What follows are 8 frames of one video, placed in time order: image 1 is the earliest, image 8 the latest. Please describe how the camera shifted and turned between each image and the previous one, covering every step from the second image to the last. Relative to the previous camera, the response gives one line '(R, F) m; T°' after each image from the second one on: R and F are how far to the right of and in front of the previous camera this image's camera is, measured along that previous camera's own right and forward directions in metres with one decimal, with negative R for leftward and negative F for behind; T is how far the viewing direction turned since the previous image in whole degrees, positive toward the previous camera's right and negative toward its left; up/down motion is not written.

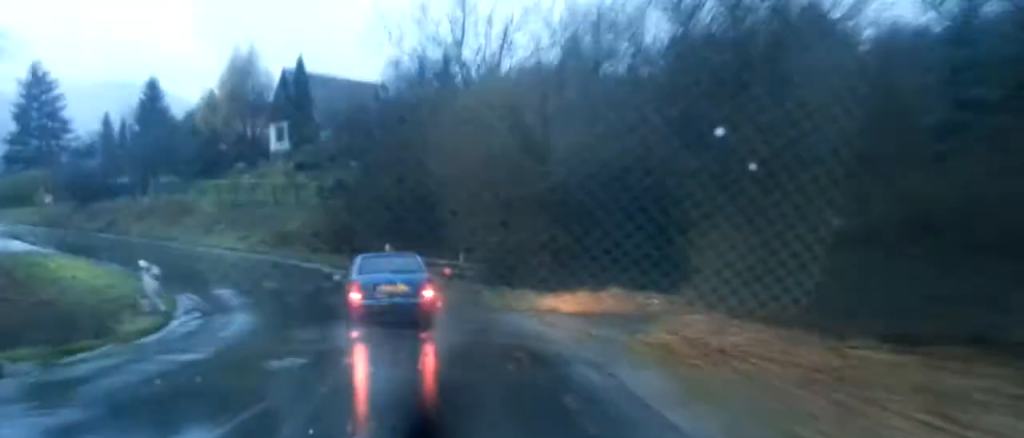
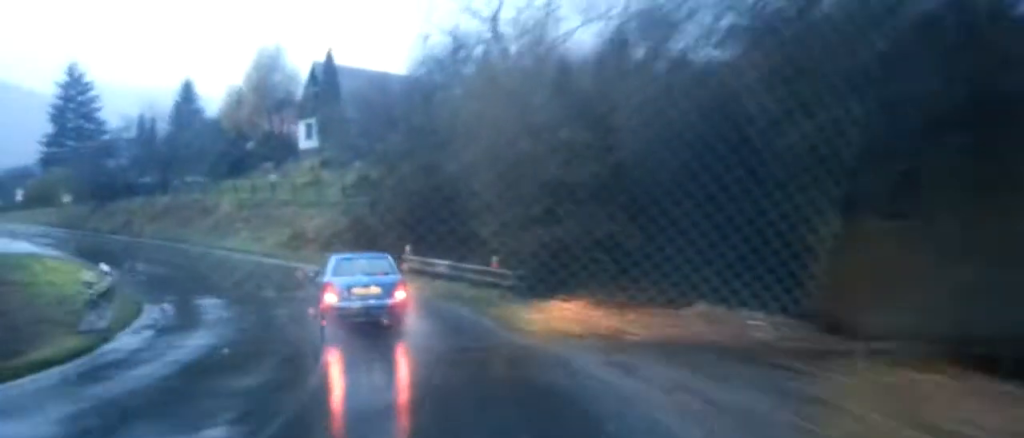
(0.0, +4.8) m; -5°
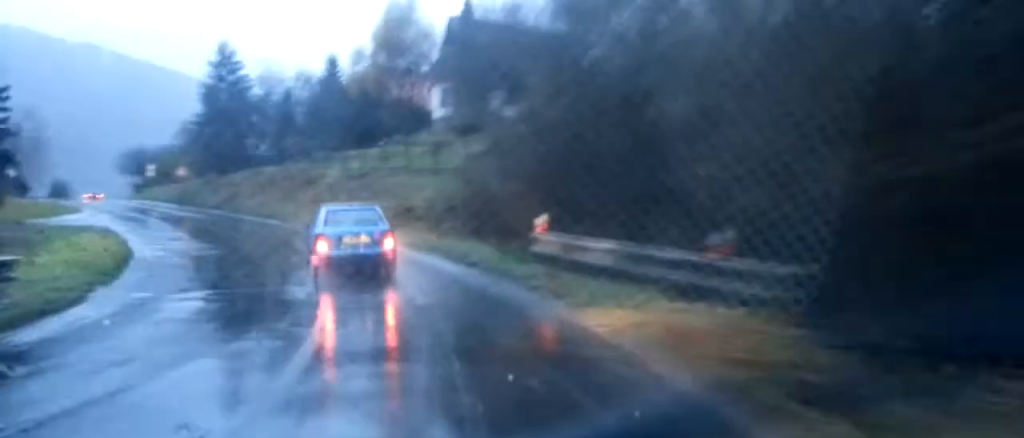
(-0.9, +10.2) m; -10°
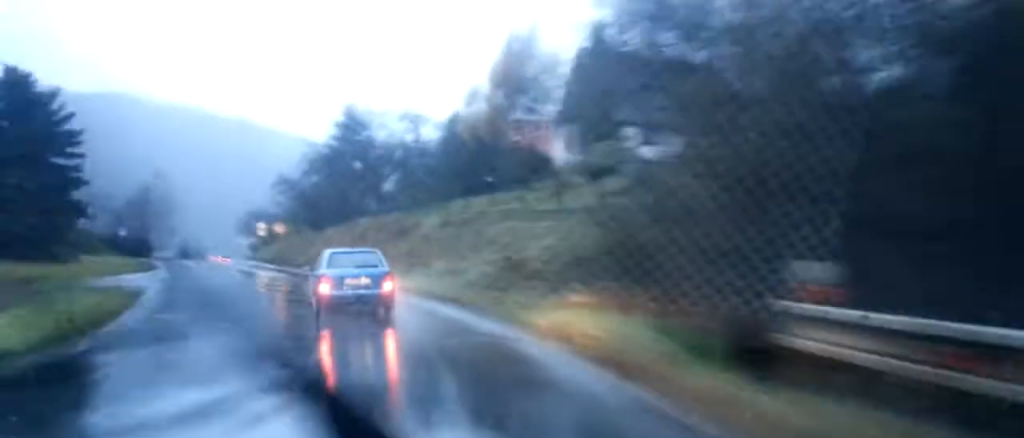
(-0.8, +8.4) m; -7°
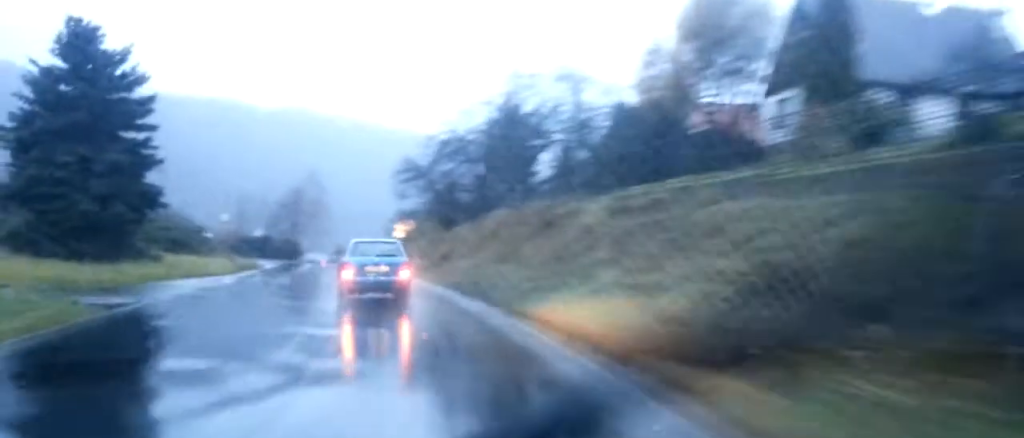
(-0.5, +11.2) m; -9°
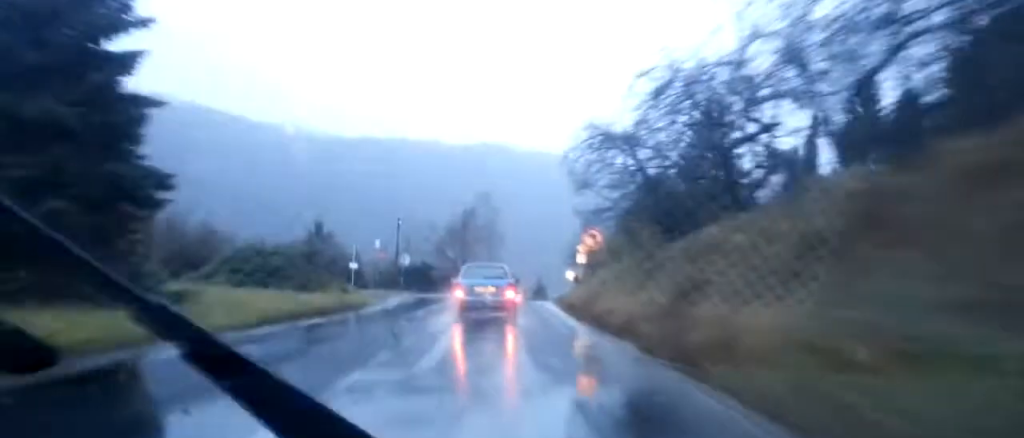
(-2.1, +16.5) m; -7°
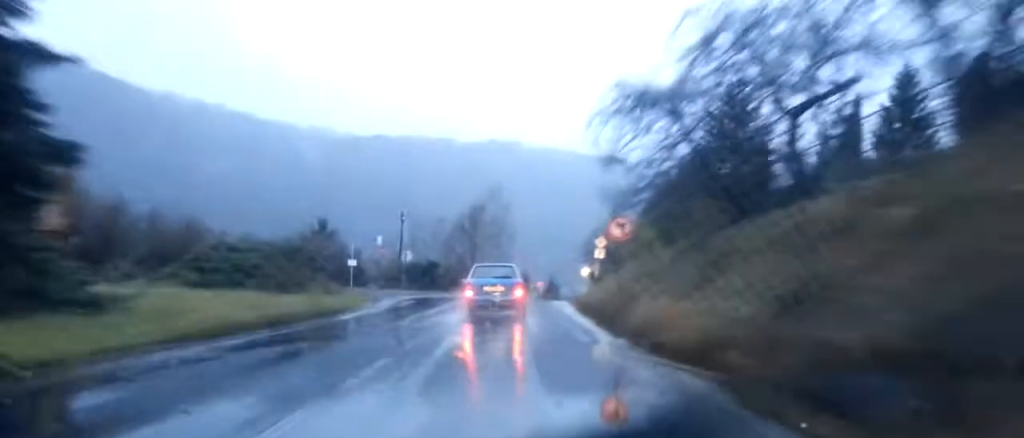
(+0.1, +4.6) m; 0°
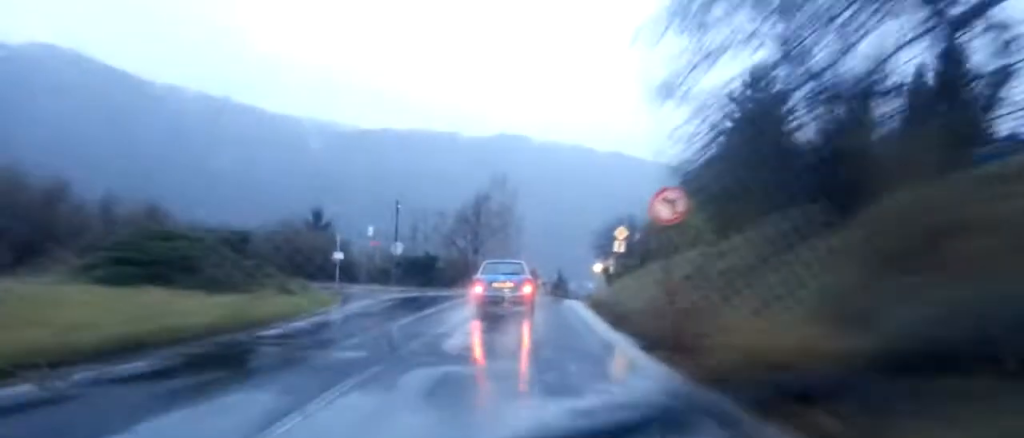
(+0.3, +6.2) m; 0°
